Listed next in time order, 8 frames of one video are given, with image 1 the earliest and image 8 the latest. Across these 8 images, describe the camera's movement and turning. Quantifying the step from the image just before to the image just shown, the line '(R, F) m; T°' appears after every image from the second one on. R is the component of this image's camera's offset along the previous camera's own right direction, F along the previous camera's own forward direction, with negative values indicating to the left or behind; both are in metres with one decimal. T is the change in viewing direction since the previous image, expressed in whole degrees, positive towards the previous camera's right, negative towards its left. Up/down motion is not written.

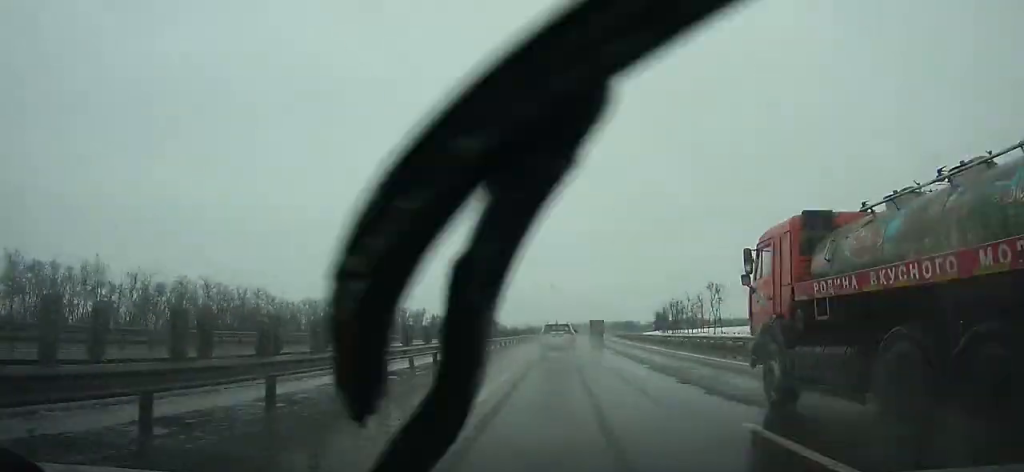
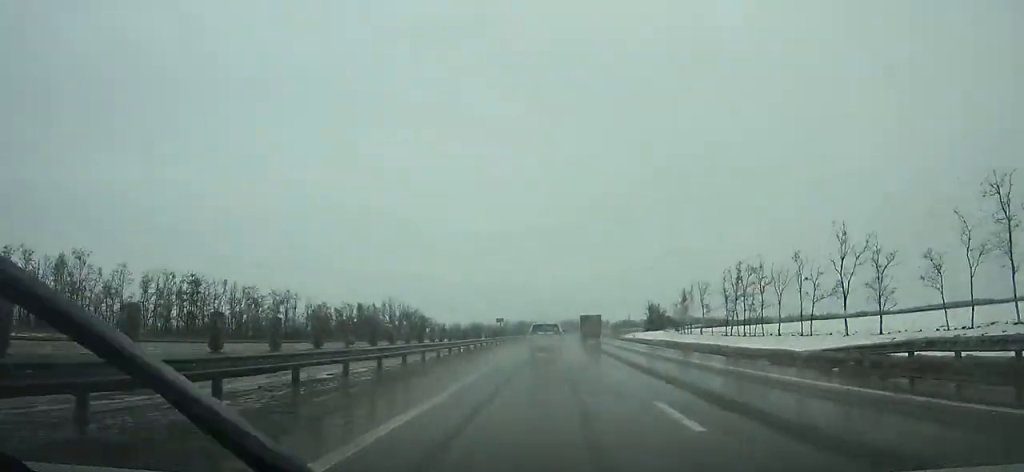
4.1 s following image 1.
(+2.8, +105.3) m; +3°
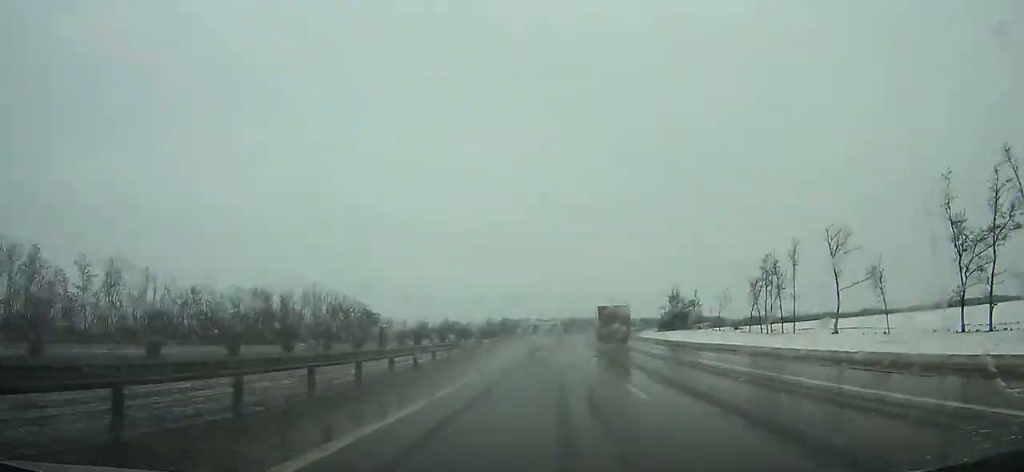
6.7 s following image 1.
(+0.7, +67.8) m; +2°
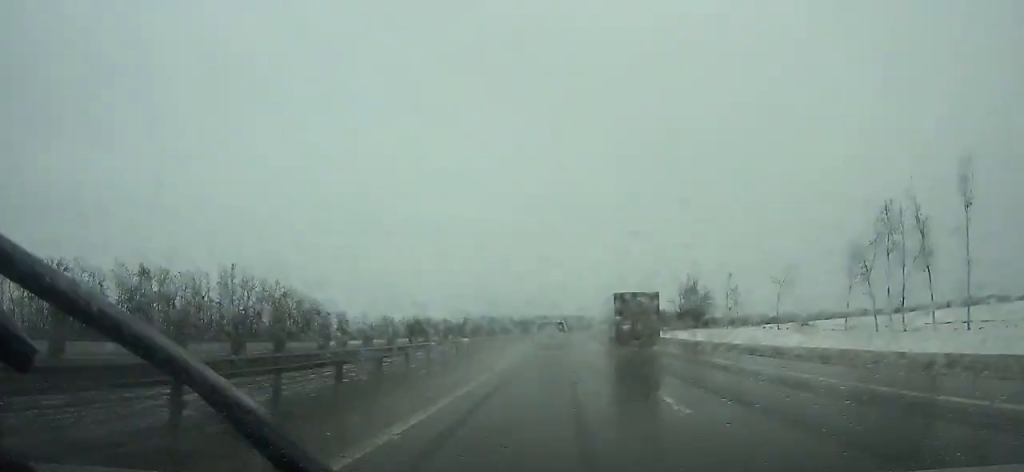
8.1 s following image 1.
(+0.6, +37.0) m; +1°
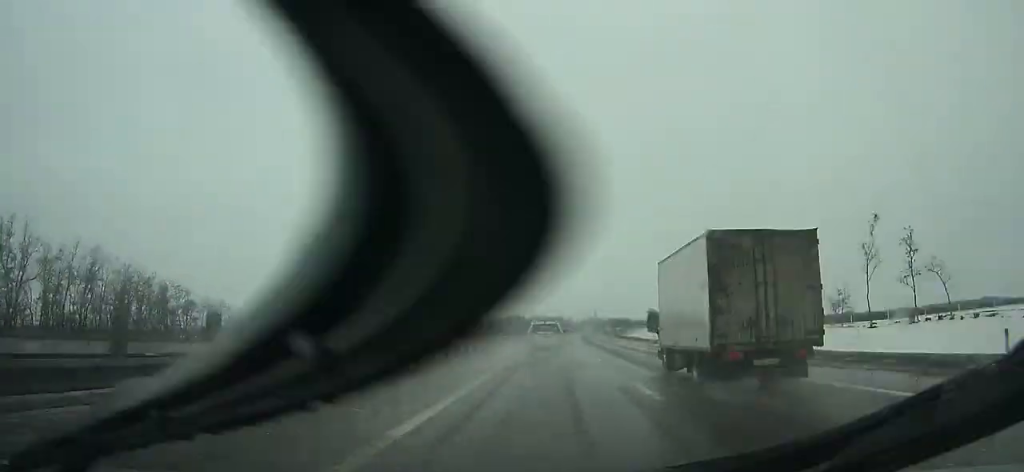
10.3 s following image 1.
(+0.7, +58.2) m; +2°
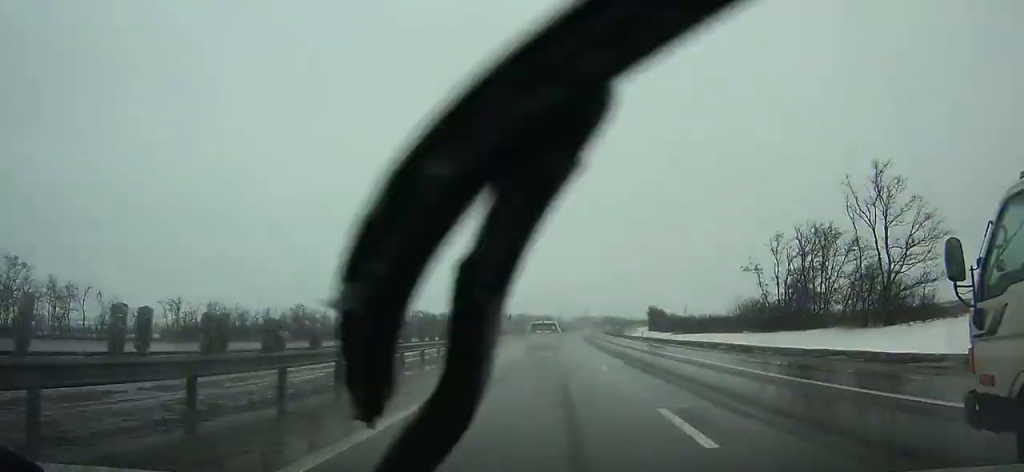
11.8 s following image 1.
(+0.7, +39.9) m; +2°
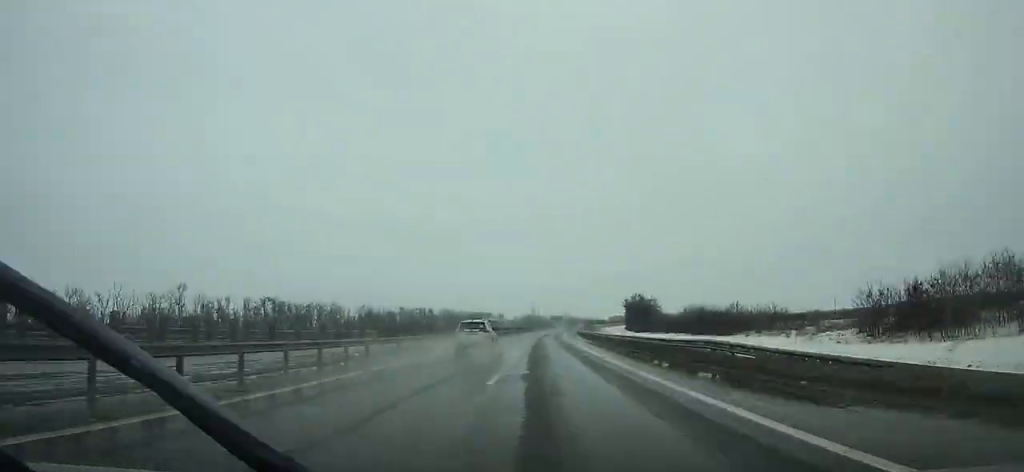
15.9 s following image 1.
(+4.0, +108.9) m; +3°
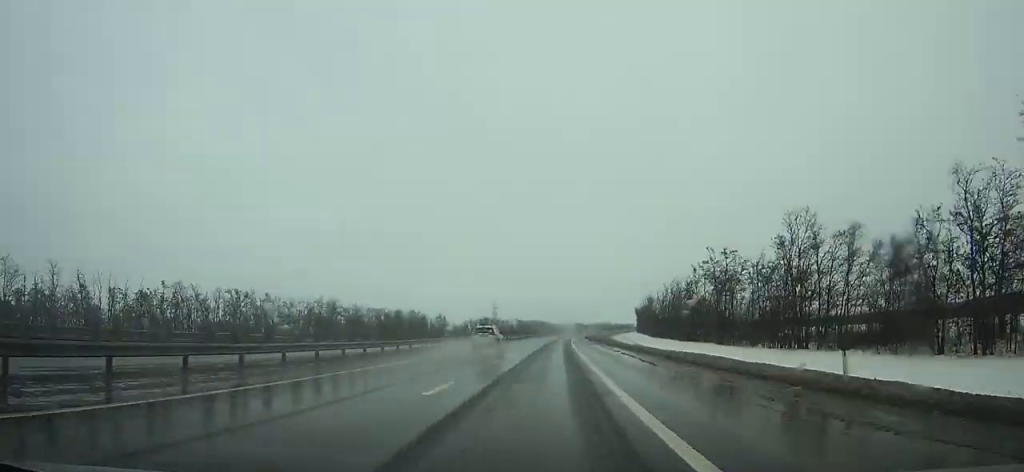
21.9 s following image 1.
(+5.1, +158.0) m; +4°
